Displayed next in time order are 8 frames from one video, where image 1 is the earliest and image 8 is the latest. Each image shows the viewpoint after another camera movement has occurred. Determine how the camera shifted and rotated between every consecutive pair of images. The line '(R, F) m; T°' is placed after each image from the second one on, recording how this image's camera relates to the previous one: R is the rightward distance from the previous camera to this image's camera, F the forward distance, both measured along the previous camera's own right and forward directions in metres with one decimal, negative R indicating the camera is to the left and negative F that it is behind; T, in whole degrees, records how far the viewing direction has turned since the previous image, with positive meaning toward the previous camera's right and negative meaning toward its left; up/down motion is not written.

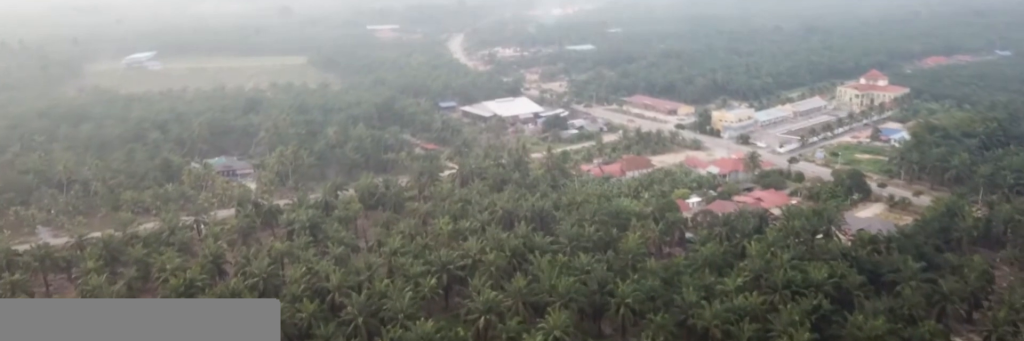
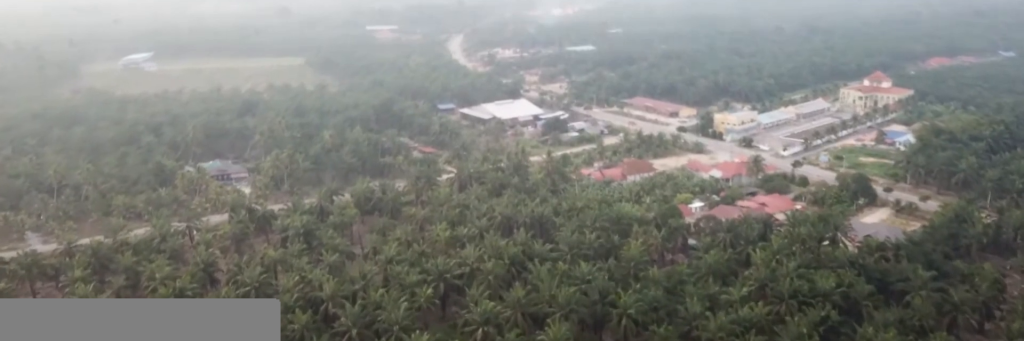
(+0.2, +5.4) m; +1°
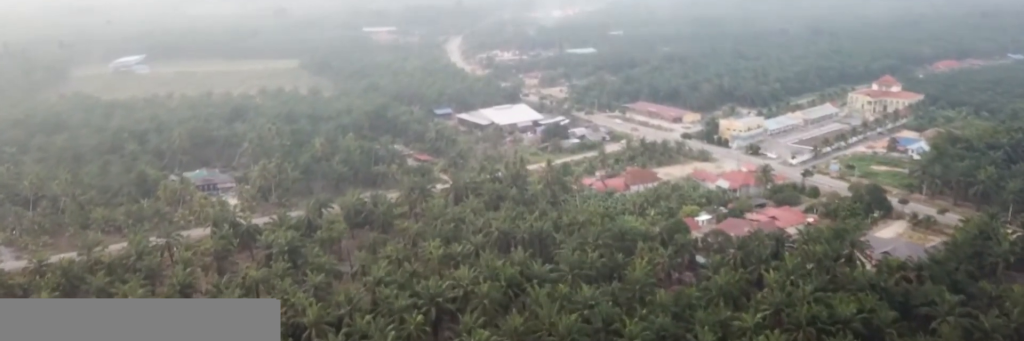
(-0.3, +12.7) m; -1°
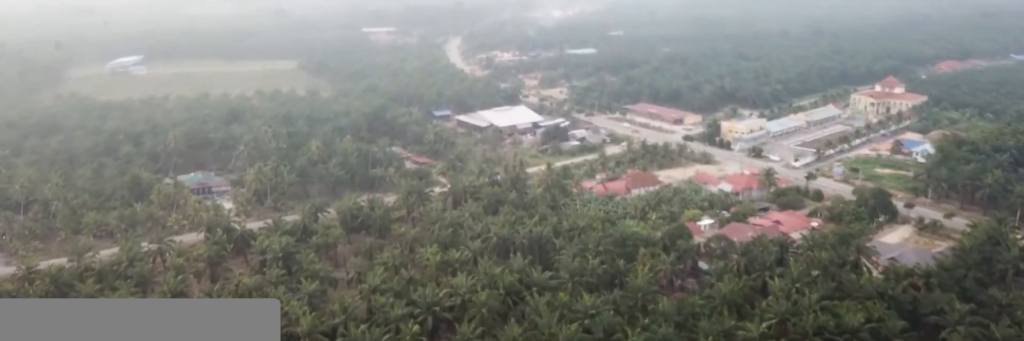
(0.0, +4.3) m; 0°
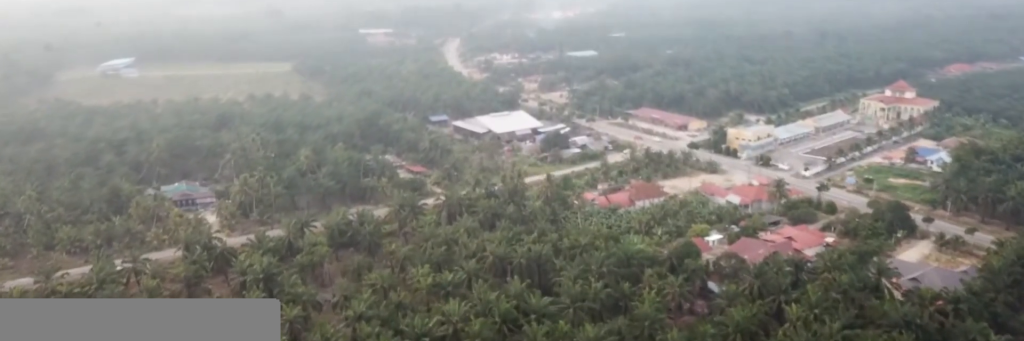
(0.0, +13.7) m; 0°
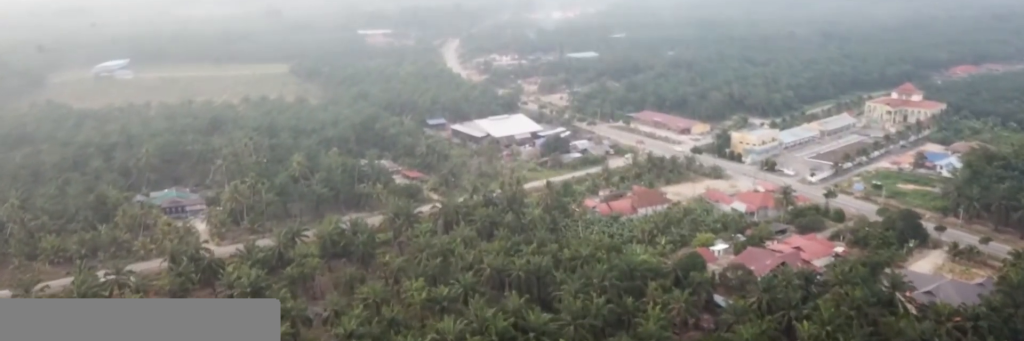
(0.0, +8.1) m; 0°
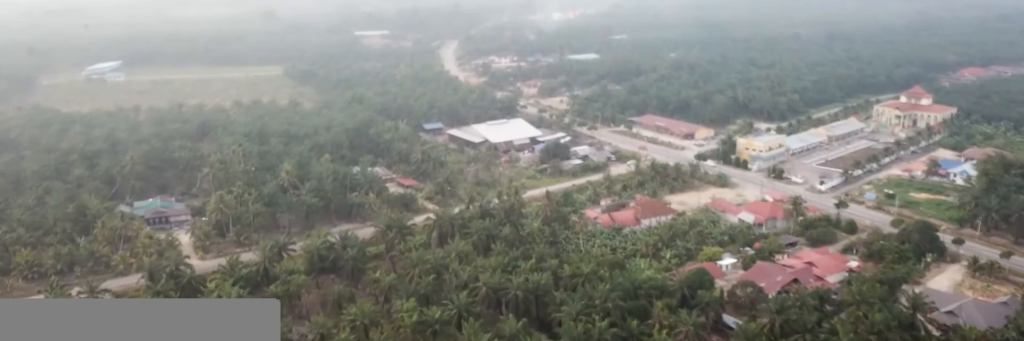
(0.0, +11.5) m; 0°
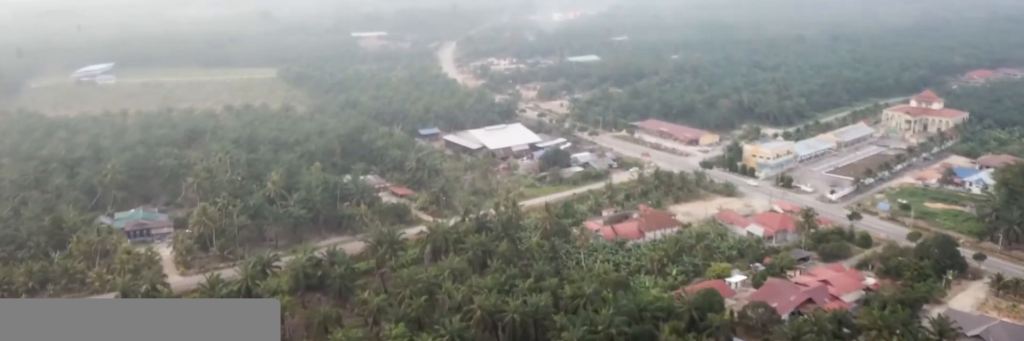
(0.0, +12.1) m; 0°
